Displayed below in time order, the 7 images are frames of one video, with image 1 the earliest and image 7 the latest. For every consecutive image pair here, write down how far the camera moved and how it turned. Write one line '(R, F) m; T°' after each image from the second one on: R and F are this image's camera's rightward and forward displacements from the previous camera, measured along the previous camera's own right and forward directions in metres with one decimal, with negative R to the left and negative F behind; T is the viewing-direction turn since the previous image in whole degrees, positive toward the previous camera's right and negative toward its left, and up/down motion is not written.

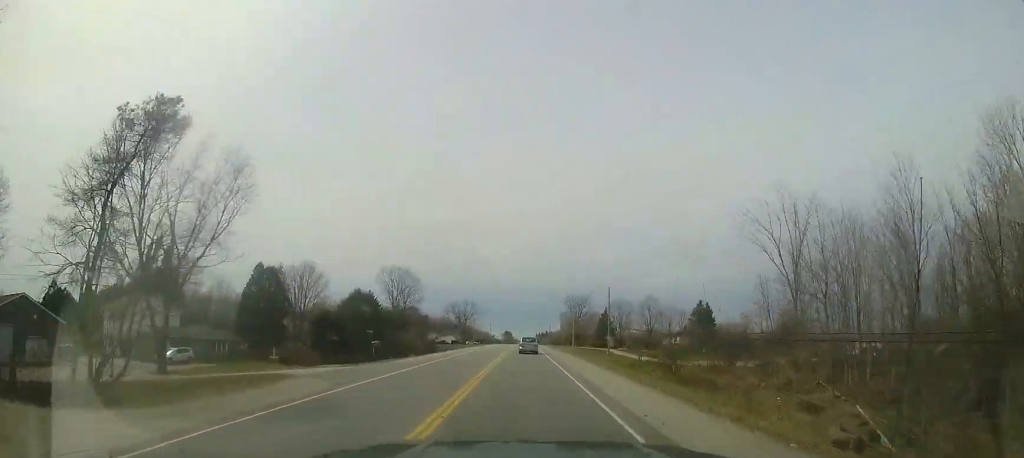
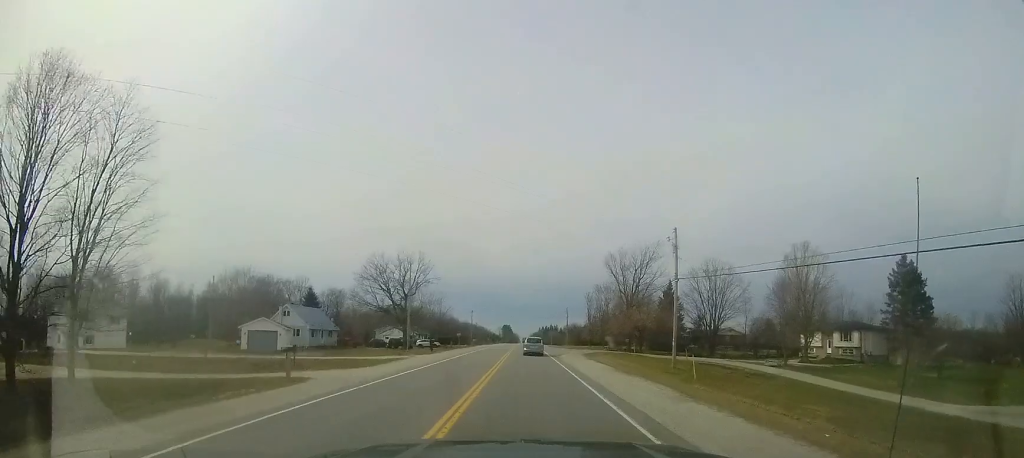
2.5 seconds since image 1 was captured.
(-1.1, +62.9) m; -1°
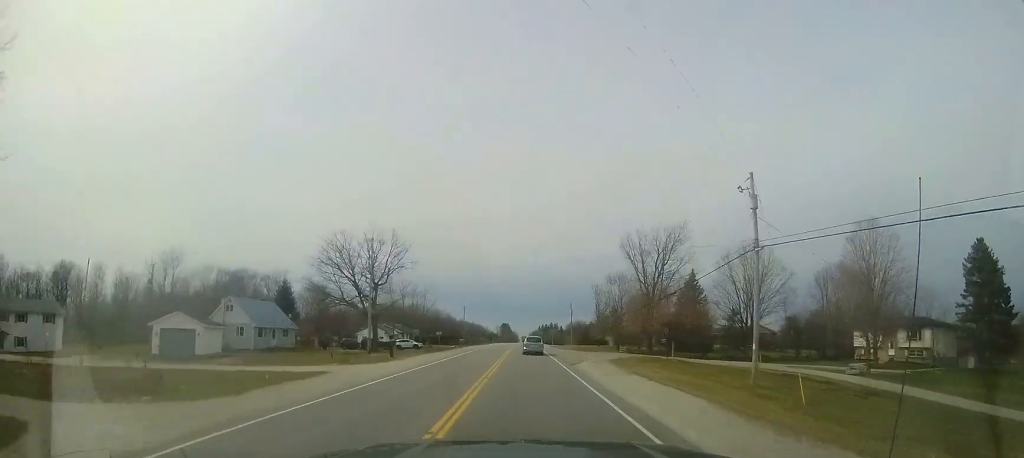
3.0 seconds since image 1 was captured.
(0.0, +11.7) m; 0°
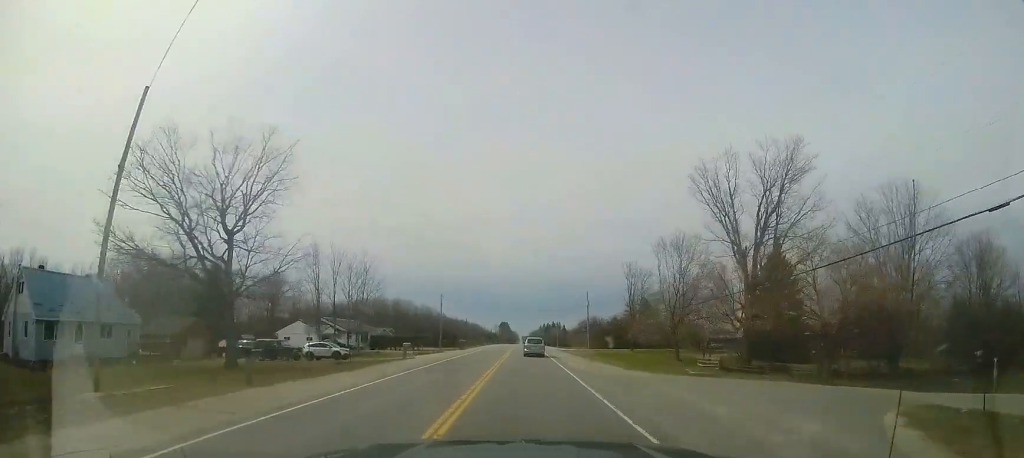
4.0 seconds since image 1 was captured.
(-0.1, +25.0) m; 0°
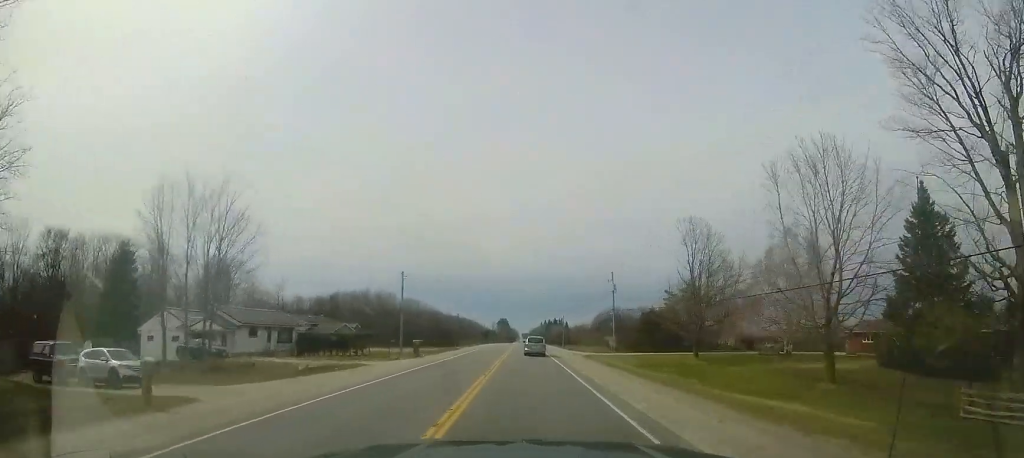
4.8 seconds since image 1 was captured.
(+0.1, +20.8) m; +1°
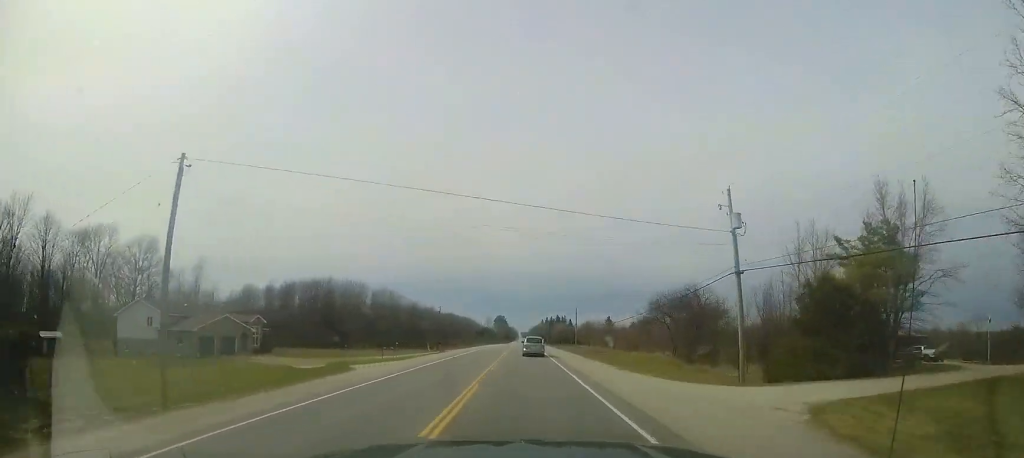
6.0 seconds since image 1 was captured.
(0.0, +31.3) m; 0°
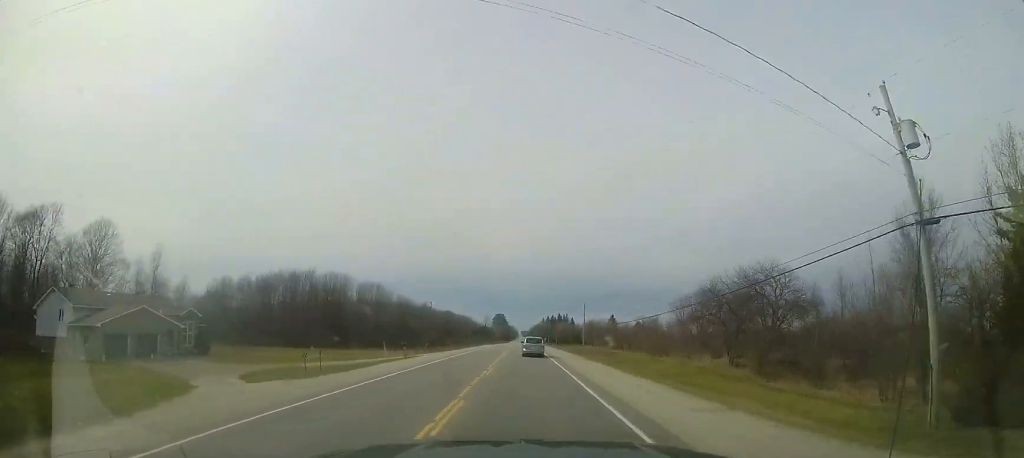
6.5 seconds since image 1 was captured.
(-0.2, +11.9) m; 0°
